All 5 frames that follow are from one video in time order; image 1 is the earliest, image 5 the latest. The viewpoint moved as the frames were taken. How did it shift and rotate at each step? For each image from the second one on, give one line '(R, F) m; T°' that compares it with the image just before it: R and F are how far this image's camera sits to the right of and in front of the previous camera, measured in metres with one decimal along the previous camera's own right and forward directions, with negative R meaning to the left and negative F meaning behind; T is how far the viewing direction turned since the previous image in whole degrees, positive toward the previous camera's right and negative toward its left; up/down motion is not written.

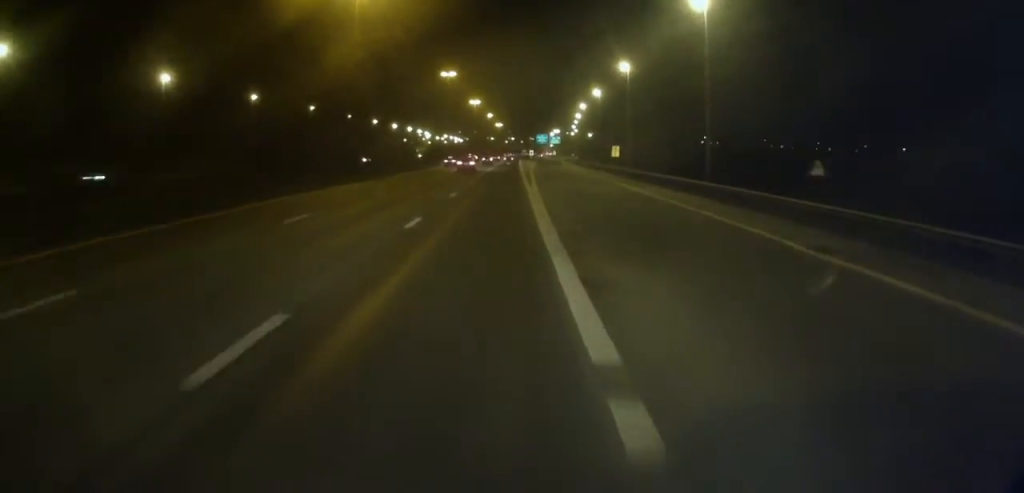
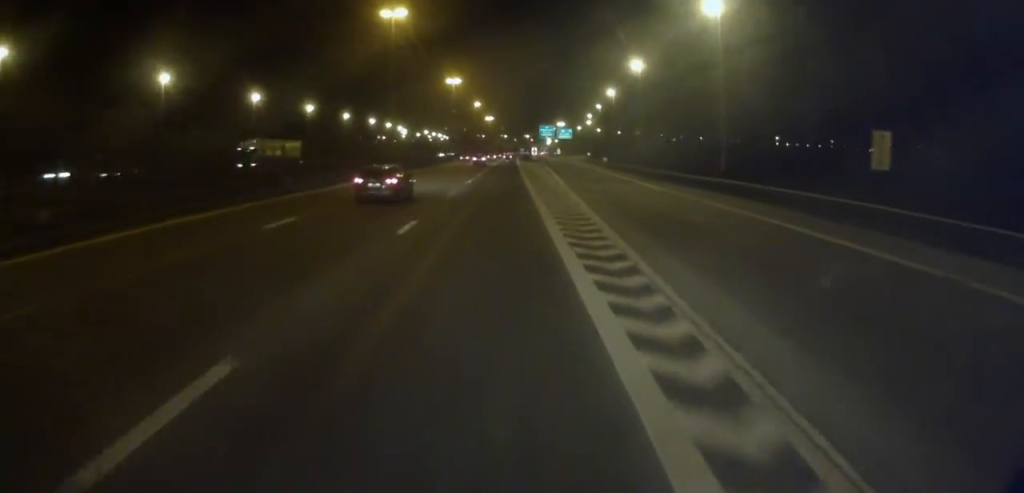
(+0.7, +64.0) m; 0°
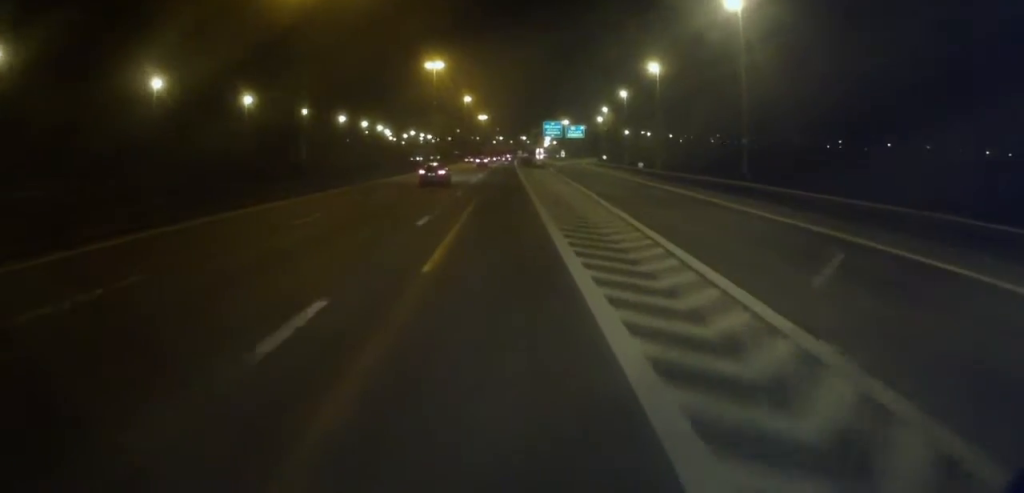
(+0.4, +34.4) m; +1°
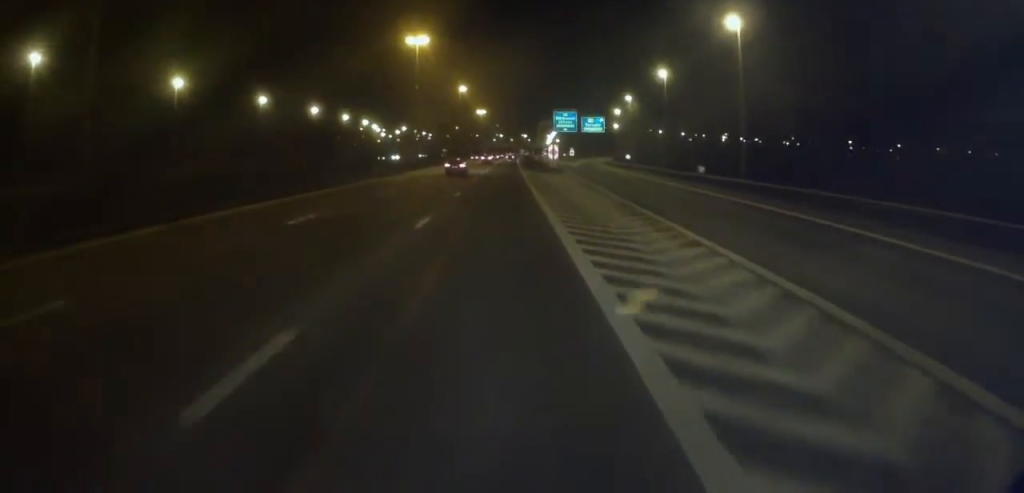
(-0.3, +26.6) m; 0°
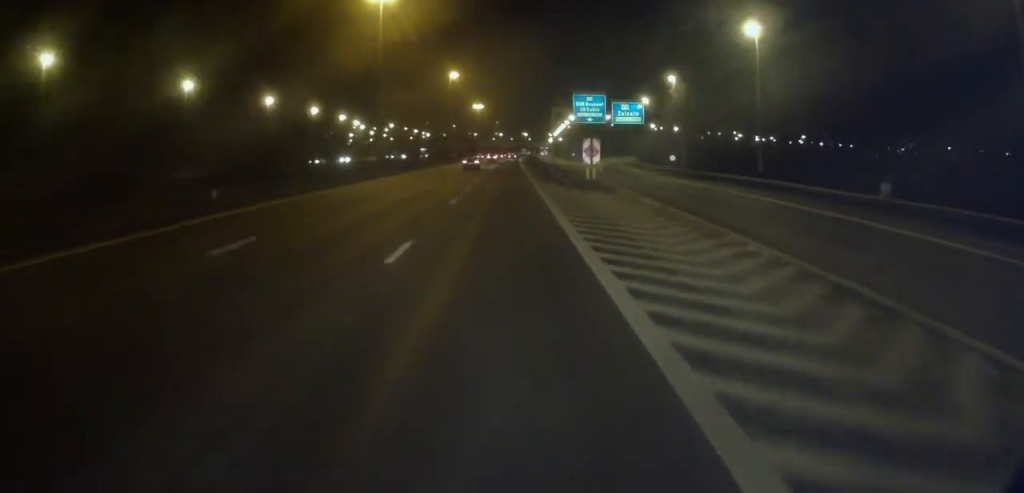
(+0.3, +30.5) m; -1°
